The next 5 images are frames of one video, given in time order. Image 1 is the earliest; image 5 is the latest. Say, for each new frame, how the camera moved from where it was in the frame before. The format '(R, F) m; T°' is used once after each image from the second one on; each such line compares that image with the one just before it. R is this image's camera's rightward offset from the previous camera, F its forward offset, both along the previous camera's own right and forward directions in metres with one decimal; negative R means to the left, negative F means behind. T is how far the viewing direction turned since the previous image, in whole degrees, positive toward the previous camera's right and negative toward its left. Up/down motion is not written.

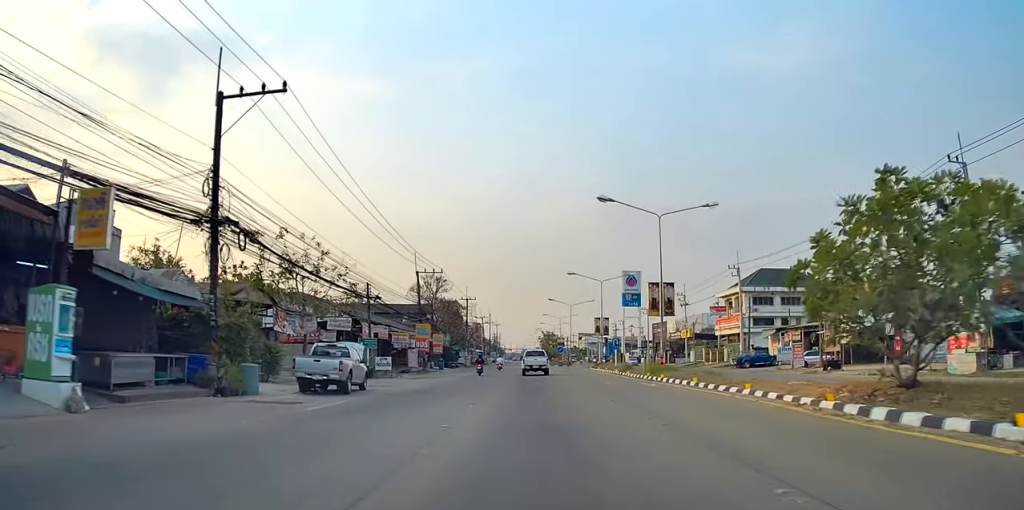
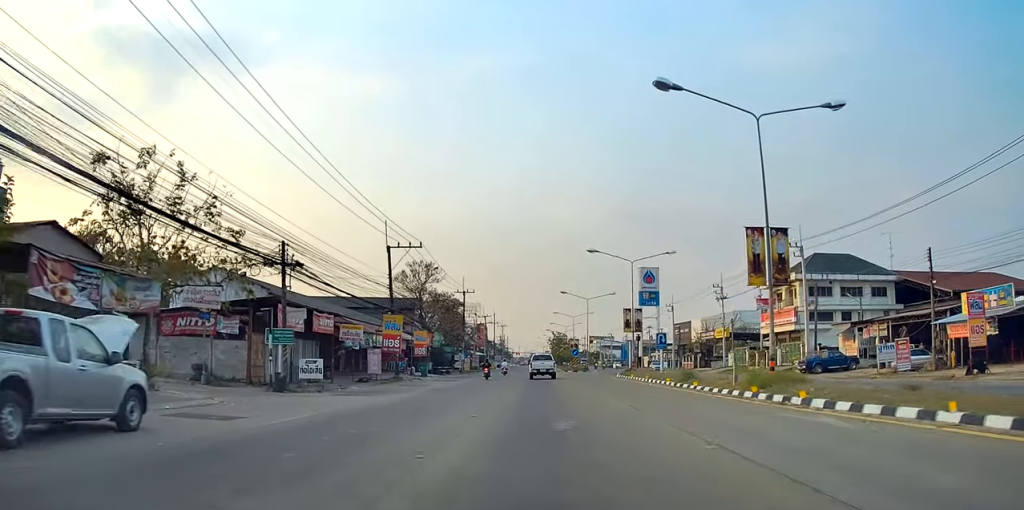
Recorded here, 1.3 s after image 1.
(+0.3, +15.8) m; +3°
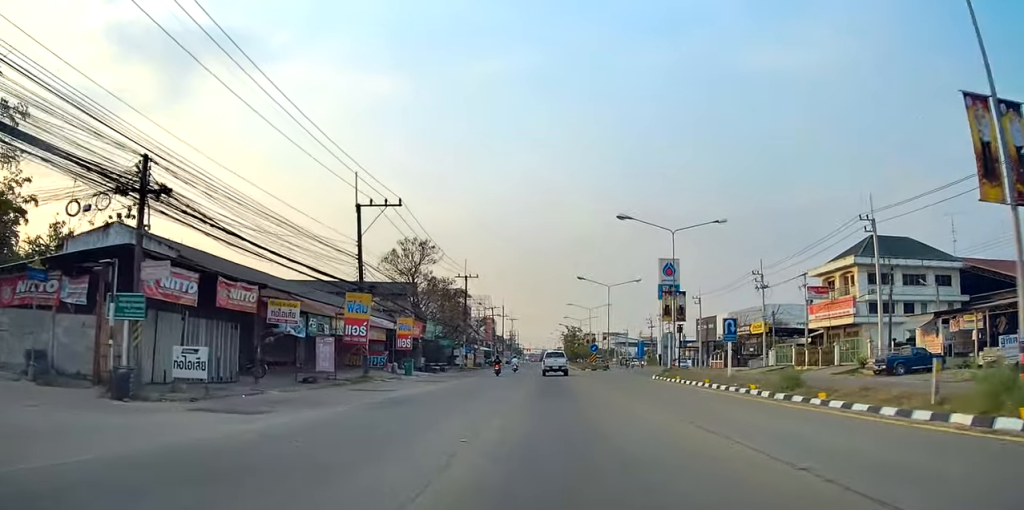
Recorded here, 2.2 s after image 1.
(+0.1, +11.1) m; -2°
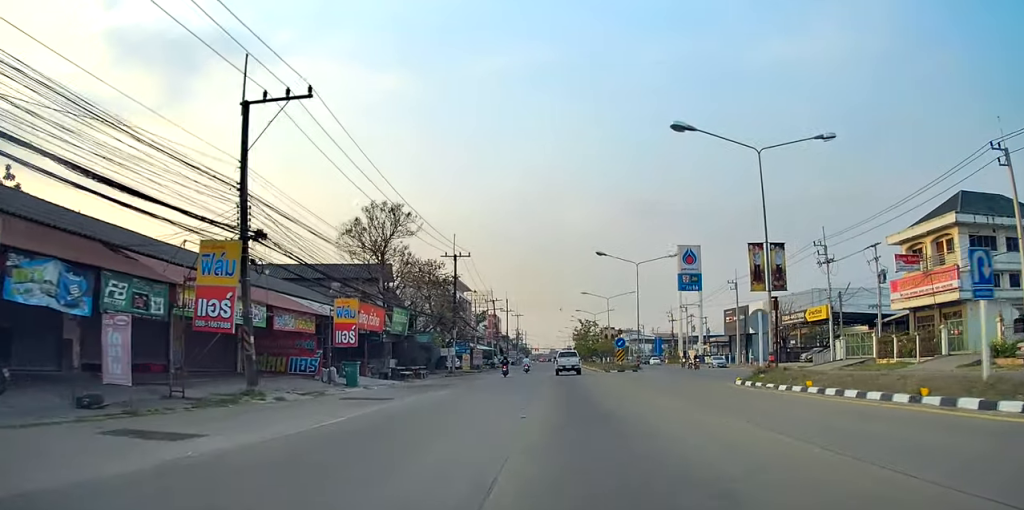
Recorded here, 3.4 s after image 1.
(-0.9, +15.2) m; -1°
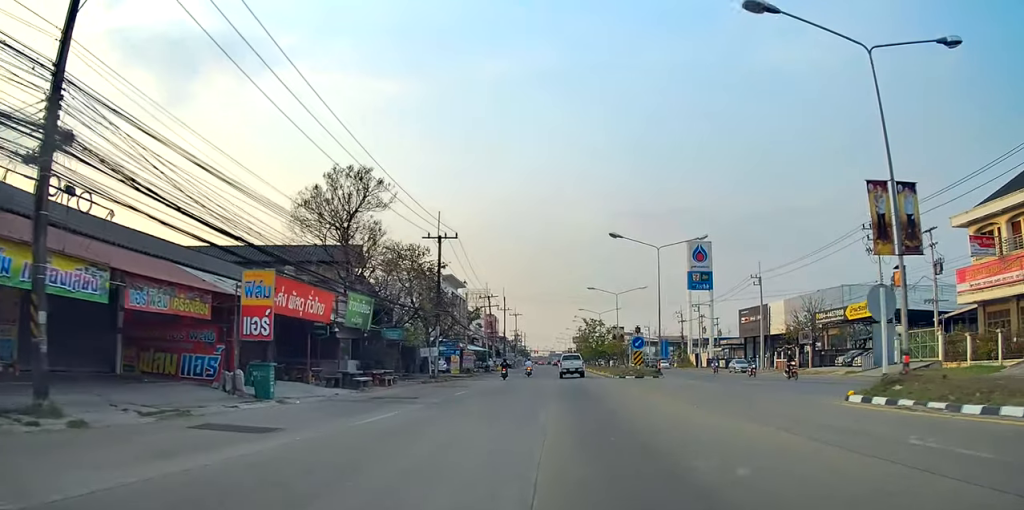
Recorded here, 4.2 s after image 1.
(+0.5, +9.3) m; 0°
